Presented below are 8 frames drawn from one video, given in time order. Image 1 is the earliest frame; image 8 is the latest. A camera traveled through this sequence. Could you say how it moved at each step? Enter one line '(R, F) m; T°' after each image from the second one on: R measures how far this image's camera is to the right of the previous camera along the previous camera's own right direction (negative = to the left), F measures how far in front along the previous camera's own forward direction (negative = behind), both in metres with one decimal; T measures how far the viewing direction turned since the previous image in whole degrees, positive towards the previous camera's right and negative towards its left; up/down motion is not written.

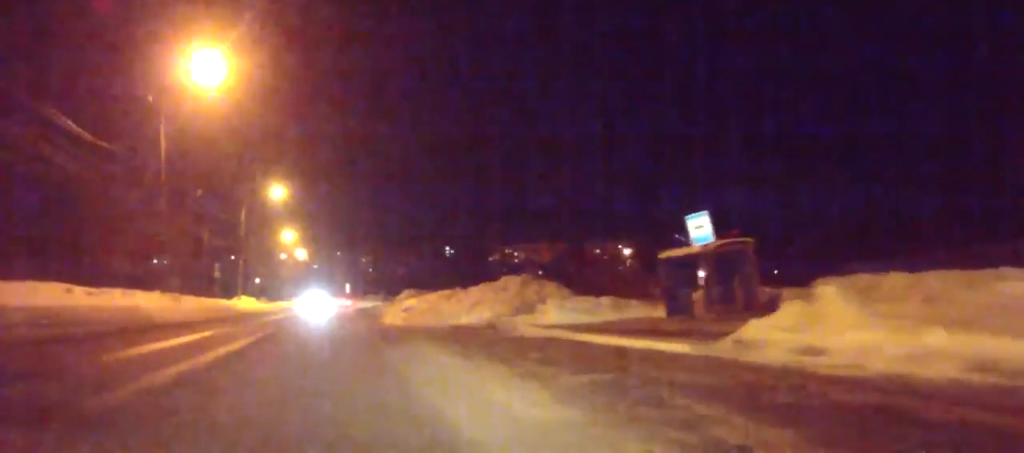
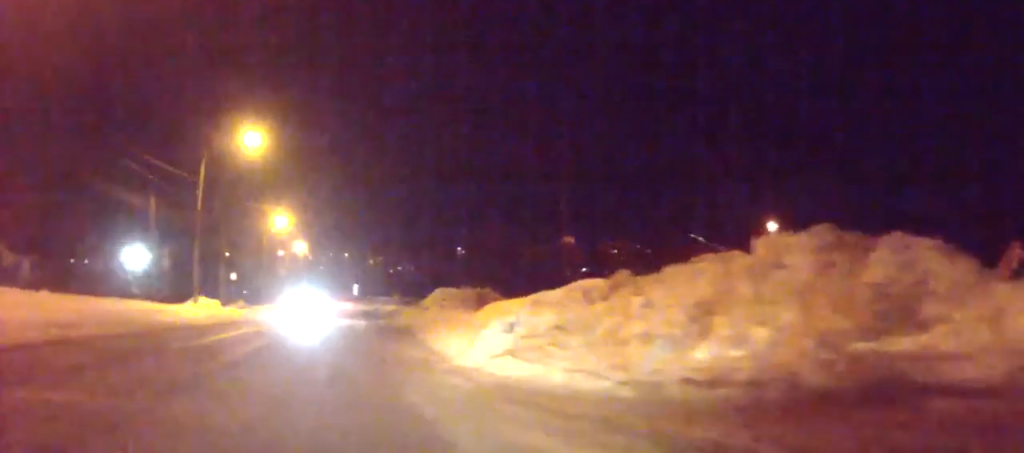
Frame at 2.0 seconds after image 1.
(-0.4, +26.8) m; -1°
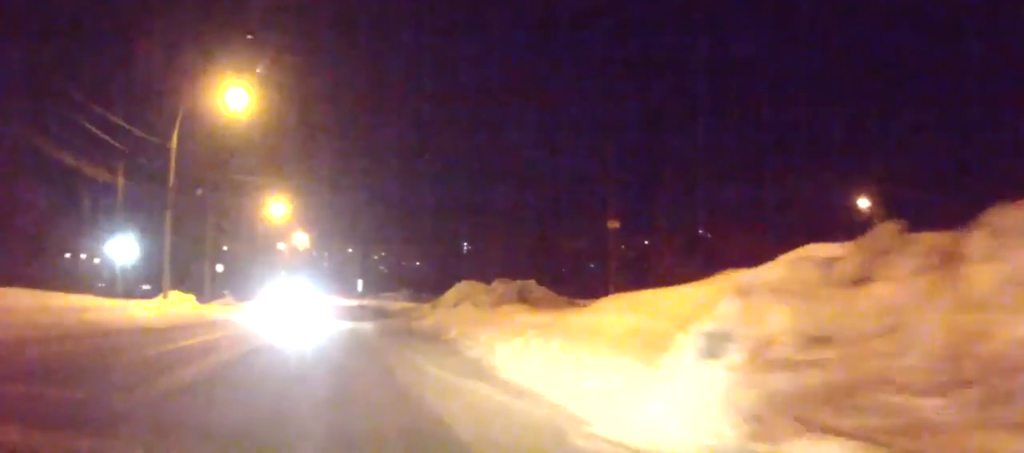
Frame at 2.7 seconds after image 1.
(+0.1, +10.4) m; 0°
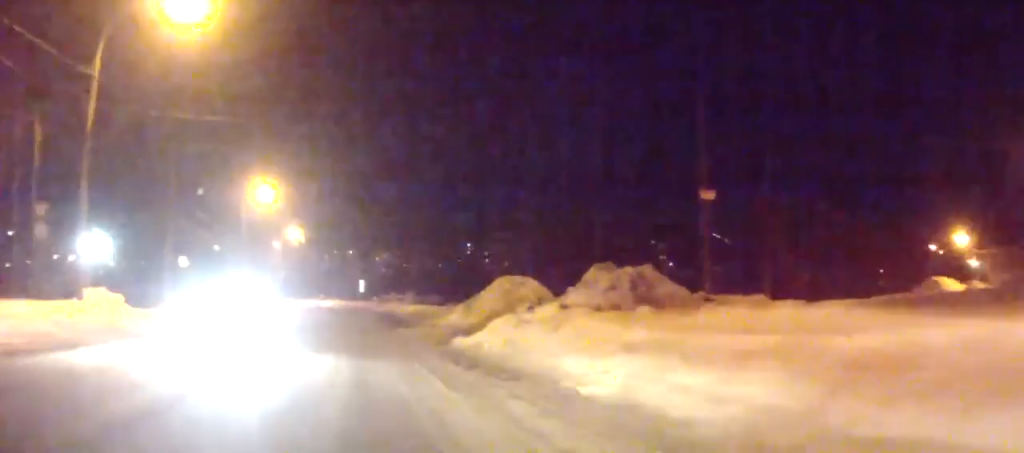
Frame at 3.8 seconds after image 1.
(-0.1, +14.4) m; -2°
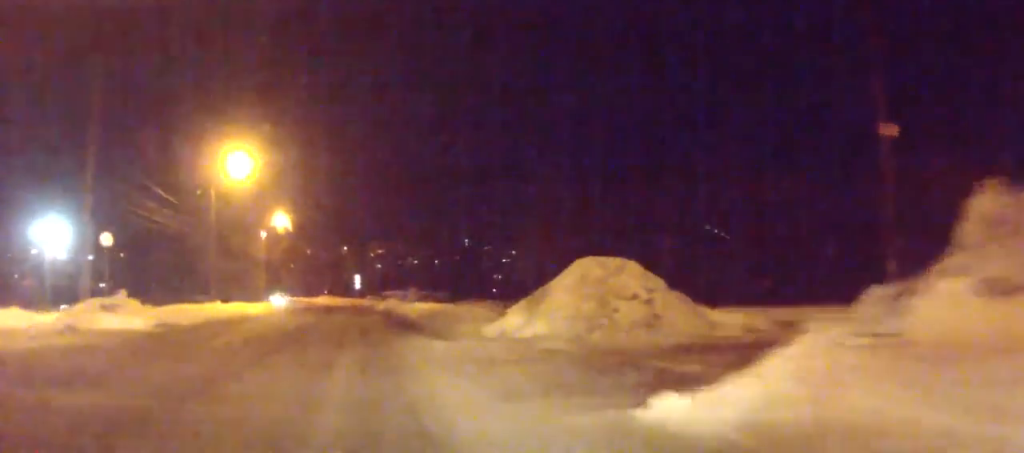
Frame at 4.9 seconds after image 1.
(-0.3, +15.6) m; 0°
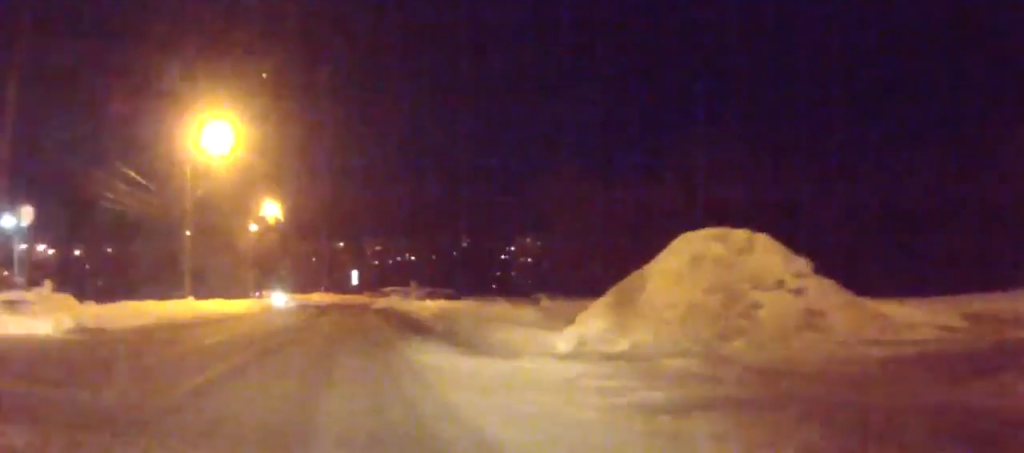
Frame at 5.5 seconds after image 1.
(+0.2, +8.9) m; +1°
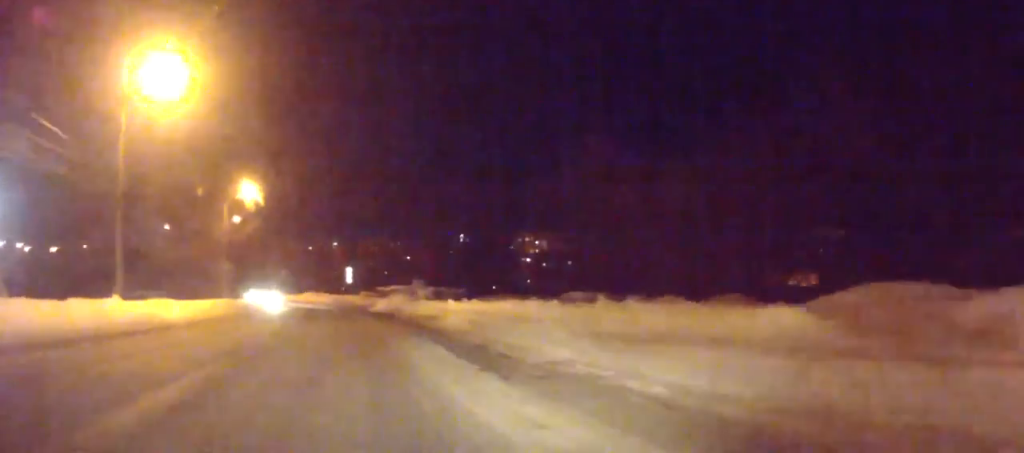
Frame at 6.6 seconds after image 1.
(0.0, +14.3) m; +1°
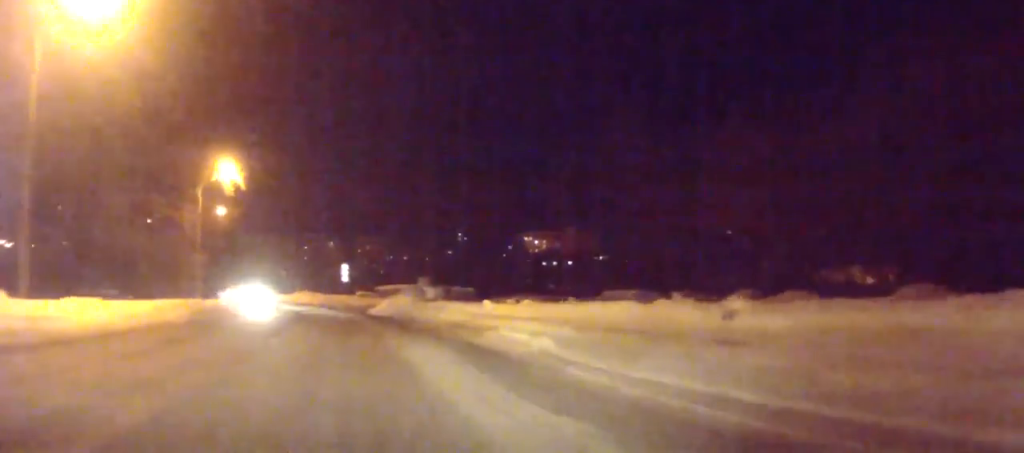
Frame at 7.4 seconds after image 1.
(+0.1, +11.4) m; 0°
